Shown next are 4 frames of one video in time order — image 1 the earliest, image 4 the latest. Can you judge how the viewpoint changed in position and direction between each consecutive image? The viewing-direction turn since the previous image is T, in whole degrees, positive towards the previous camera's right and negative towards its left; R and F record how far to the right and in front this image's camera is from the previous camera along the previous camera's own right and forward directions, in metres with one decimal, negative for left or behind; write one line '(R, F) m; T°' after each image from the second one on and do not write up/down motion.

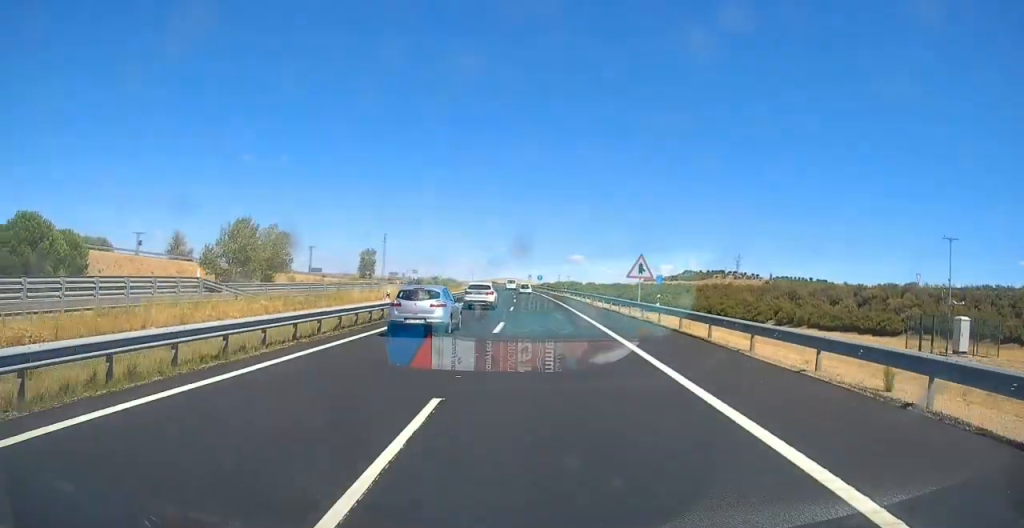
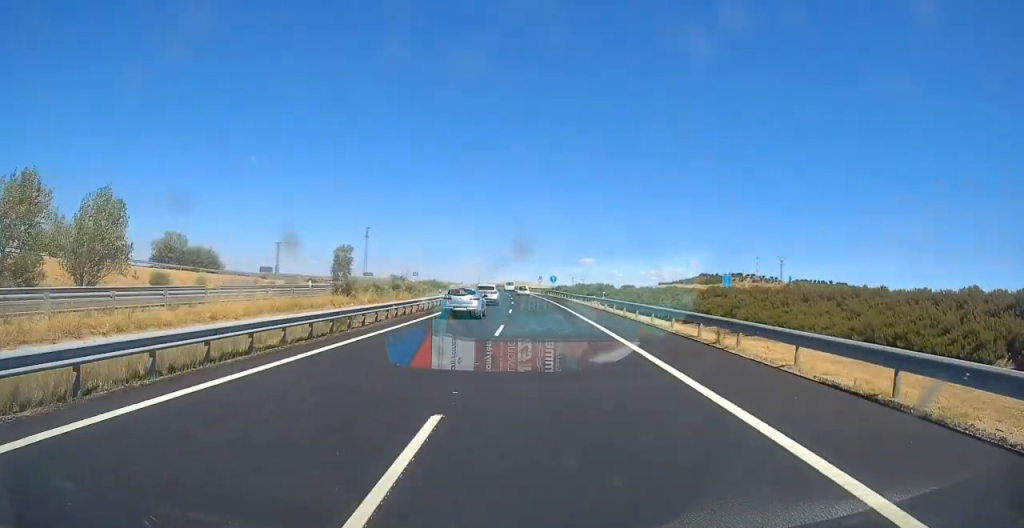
(-0.4, +34.7) m; -1°
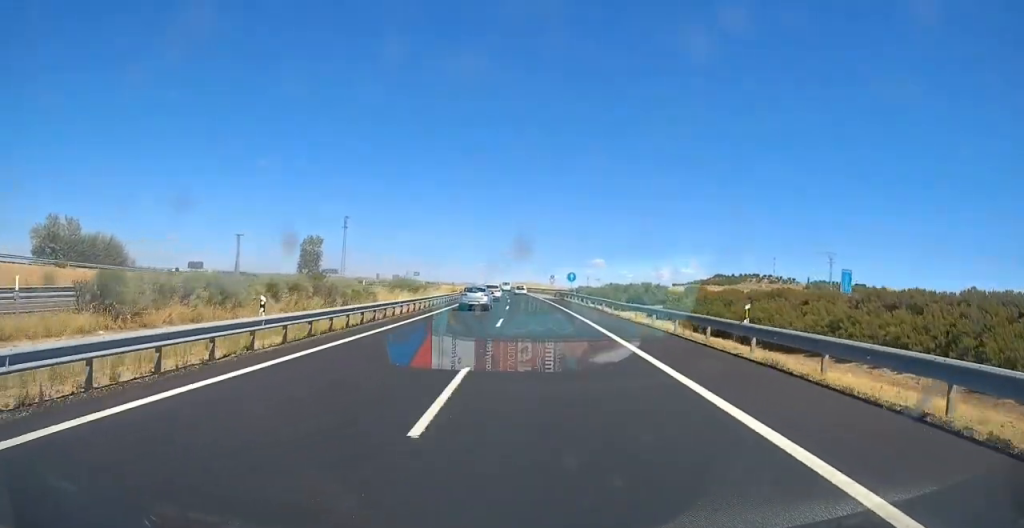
(-0.4, +29.3) m; -2°
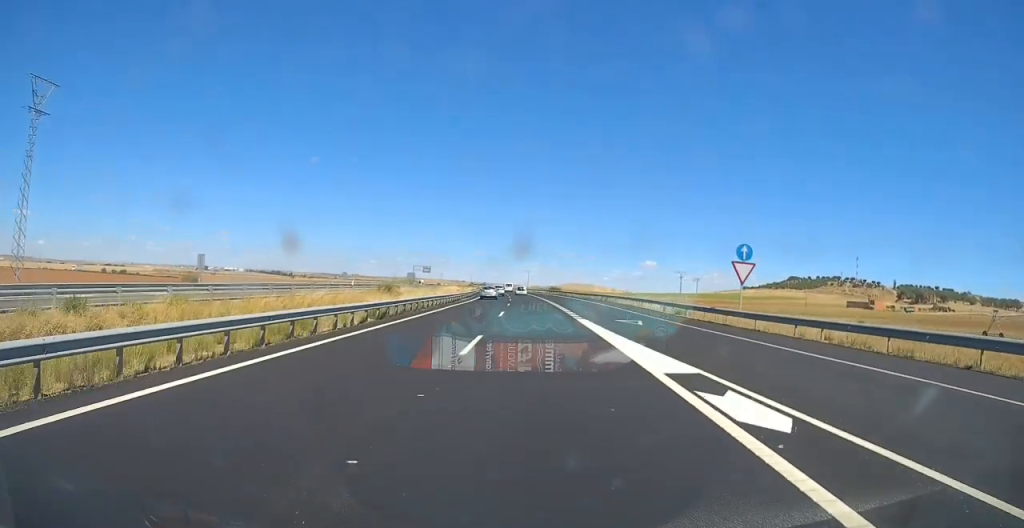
(-3.8, +110.7) m; -5°
